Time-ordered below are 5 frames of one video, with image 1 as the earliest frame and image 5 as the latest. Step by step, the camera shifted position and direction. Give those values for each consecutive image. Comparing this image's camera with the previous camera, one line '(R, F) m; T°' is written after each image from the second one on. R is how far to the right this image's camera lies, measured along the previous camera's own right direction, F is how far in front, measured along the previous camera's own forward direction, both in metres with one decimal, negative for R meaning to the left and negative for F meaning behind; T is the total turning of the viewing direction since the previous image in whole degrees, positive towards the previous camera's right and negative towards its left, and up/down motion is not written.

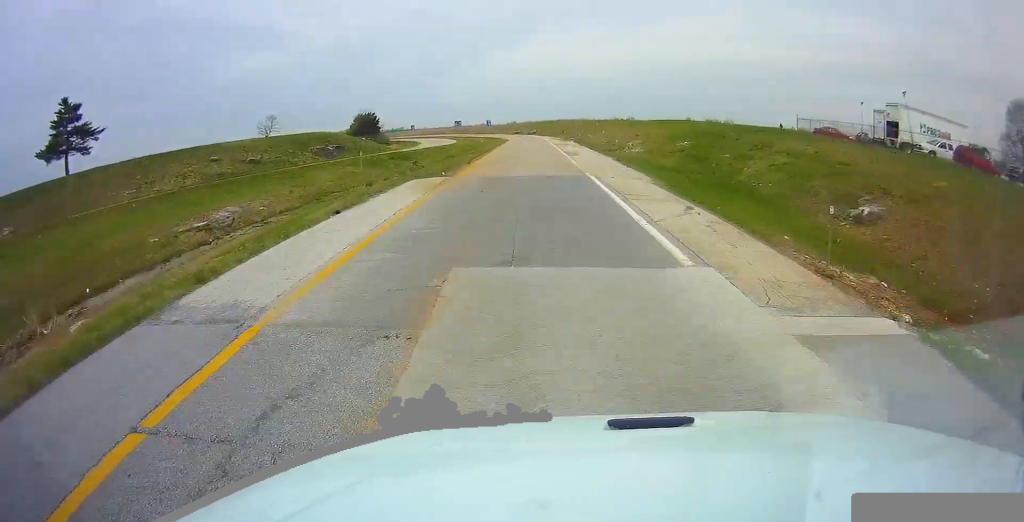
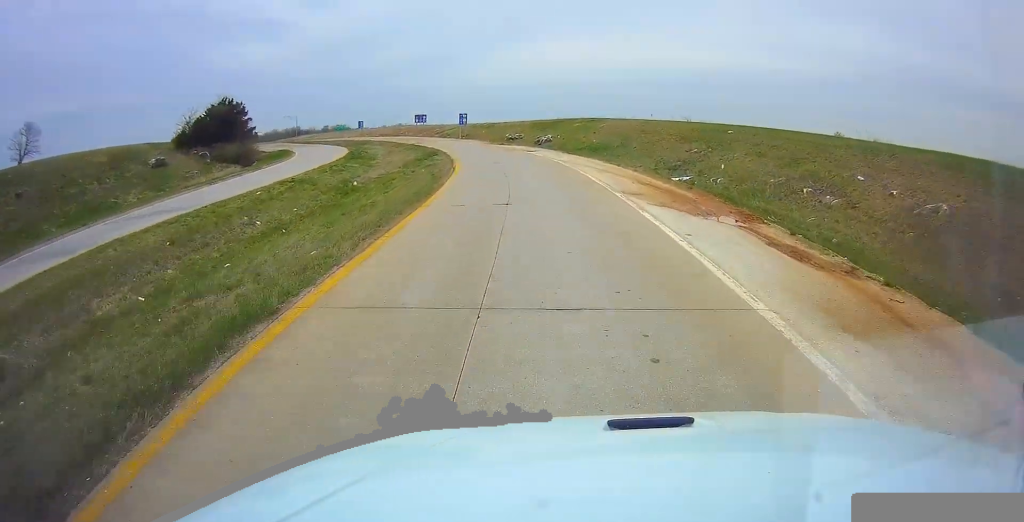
(-2.5, +79.7) m; -8°
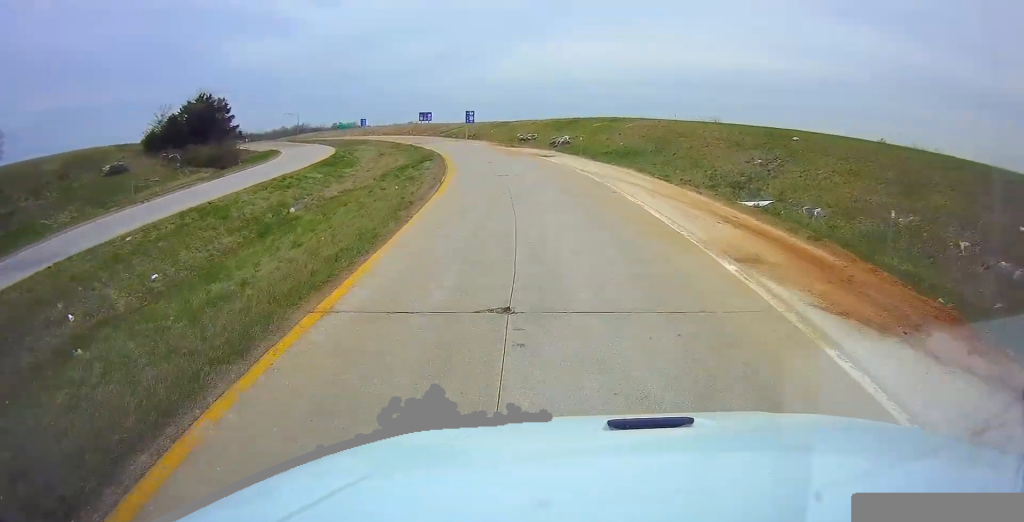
(+0.1, +9.4) m; -2°
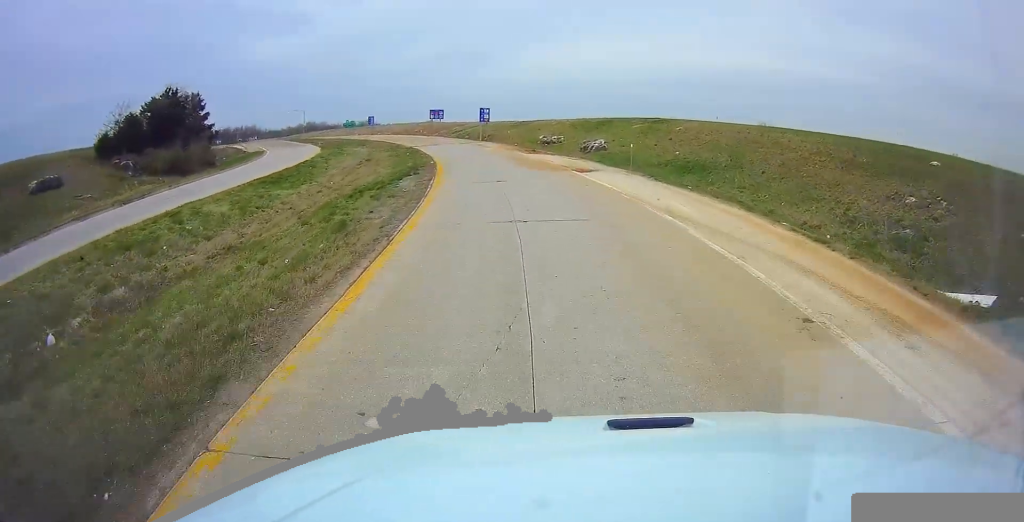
(-0.6, +12.2) m; -3°
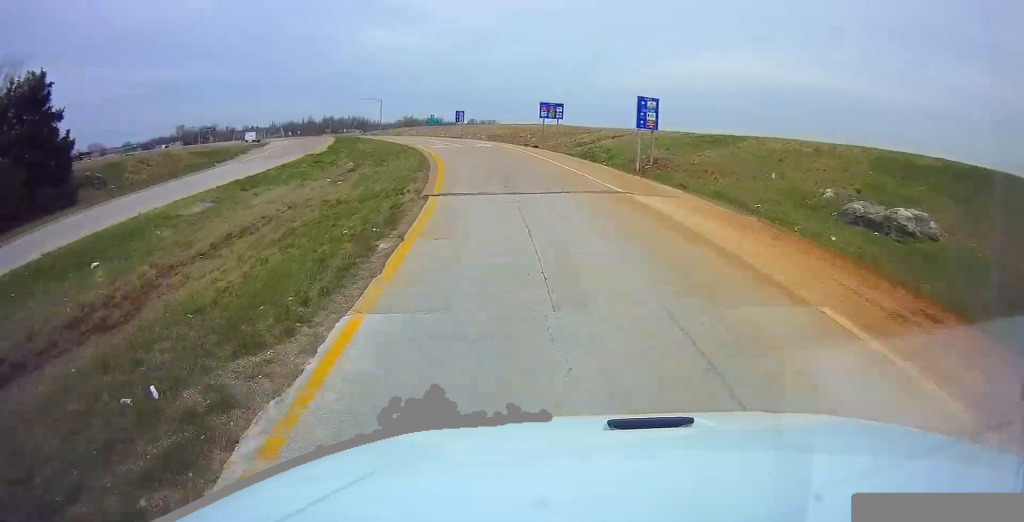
(-4.5, +42.4) m; -12°
